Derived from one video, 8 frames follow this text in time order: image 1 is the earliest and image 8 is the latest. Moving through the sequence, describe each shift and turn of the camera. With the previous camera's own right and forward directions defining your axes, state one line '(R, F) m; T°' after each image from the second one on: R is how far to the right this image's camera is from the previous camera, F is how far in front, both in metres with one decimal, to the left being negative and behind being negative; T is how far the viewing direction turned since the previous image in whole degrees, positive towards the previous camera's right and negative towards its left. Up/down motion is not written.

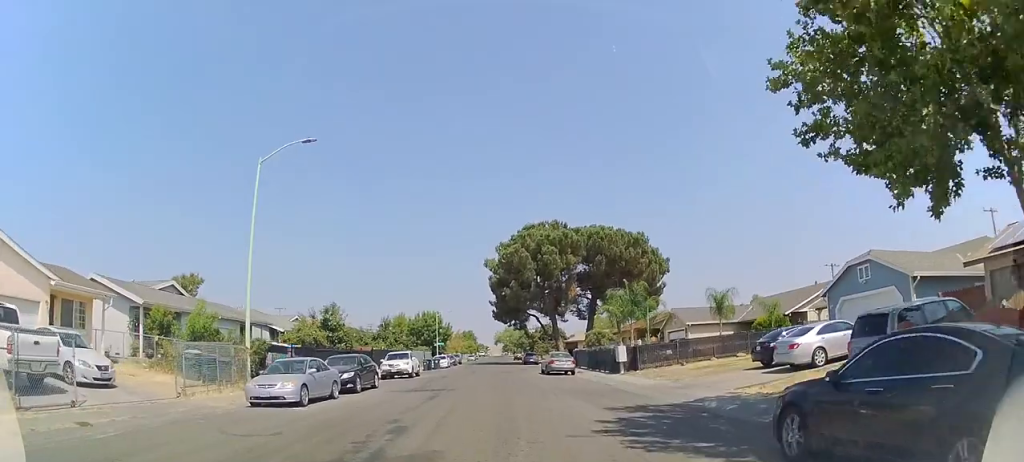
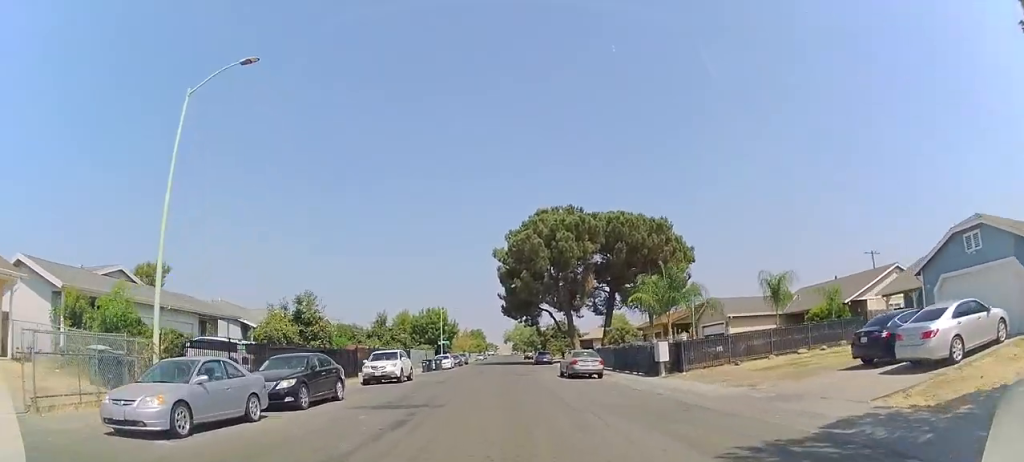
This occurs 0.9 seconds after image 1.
(0.0, +6.5) m; 0°
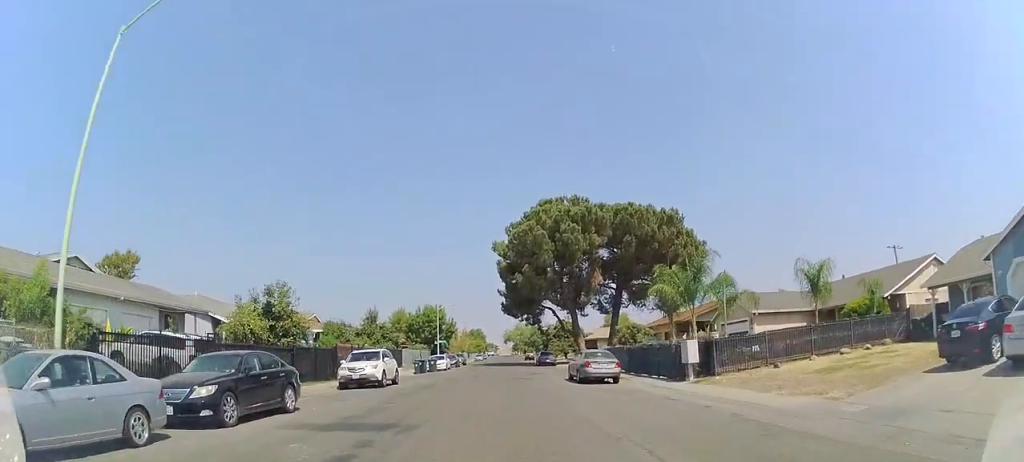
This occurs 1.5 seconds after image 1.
(0.0, +3.9) m; 0°
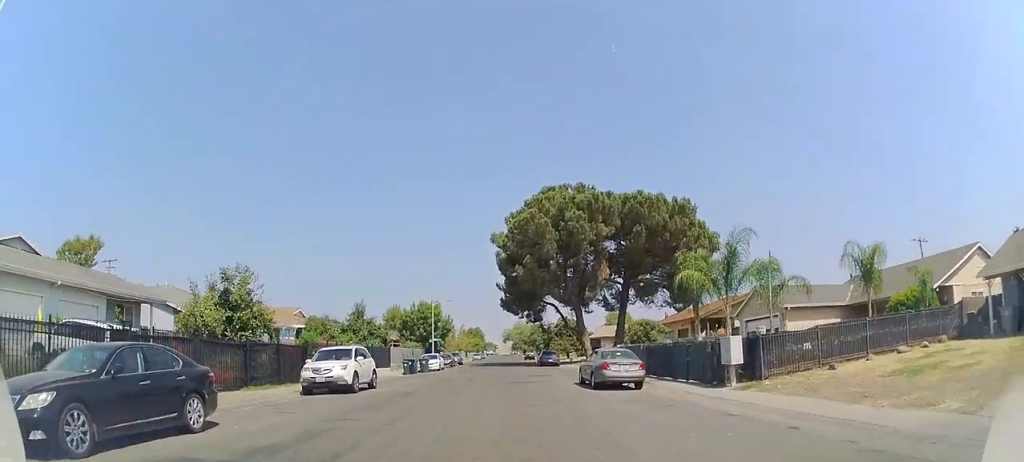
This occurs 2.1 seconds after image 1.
(0.0, +4.1) m; 0°
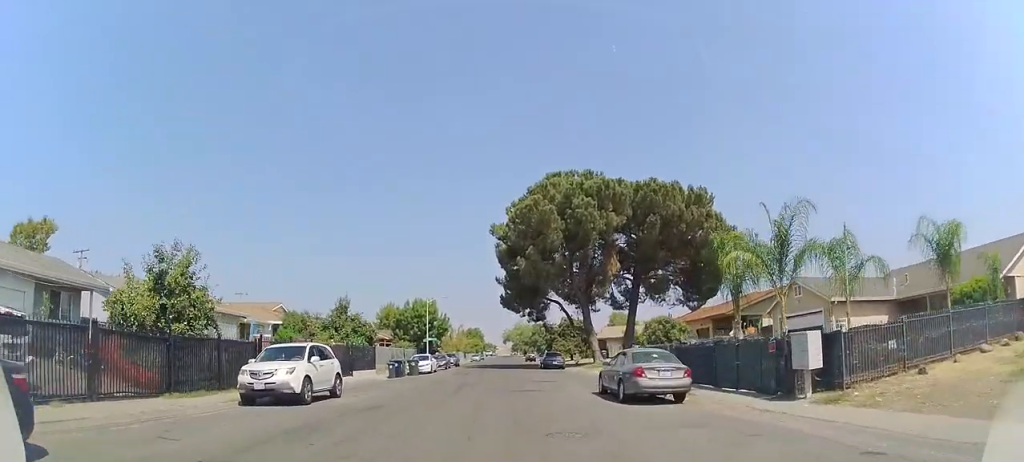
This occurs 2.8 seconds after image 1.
(0.0, +4.6) m; 0°
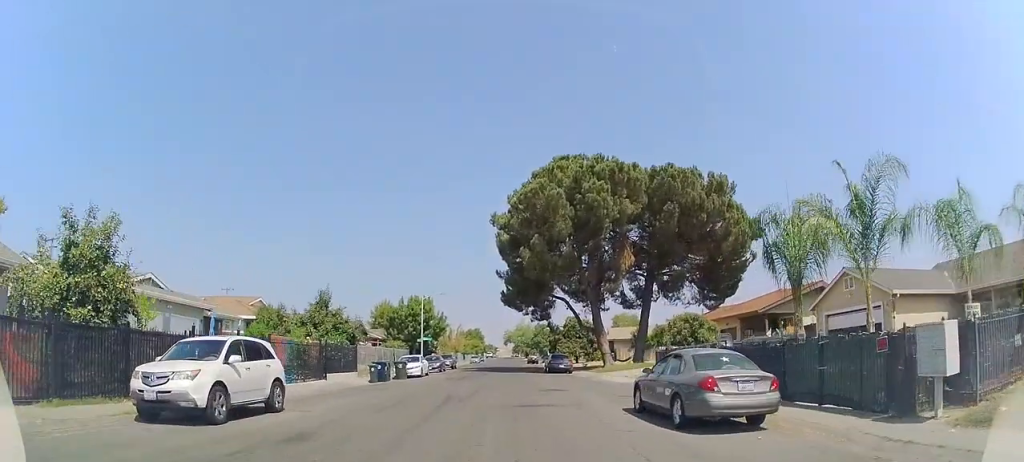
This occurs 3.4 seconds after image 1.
(0.0, +4.6) m; 0°
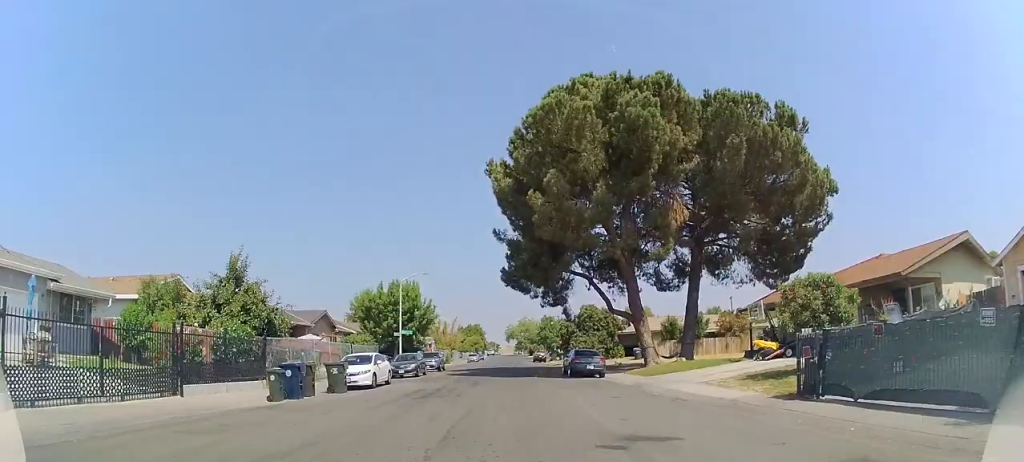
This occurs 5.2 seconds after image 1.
(0.0, +12.5) m; 0°
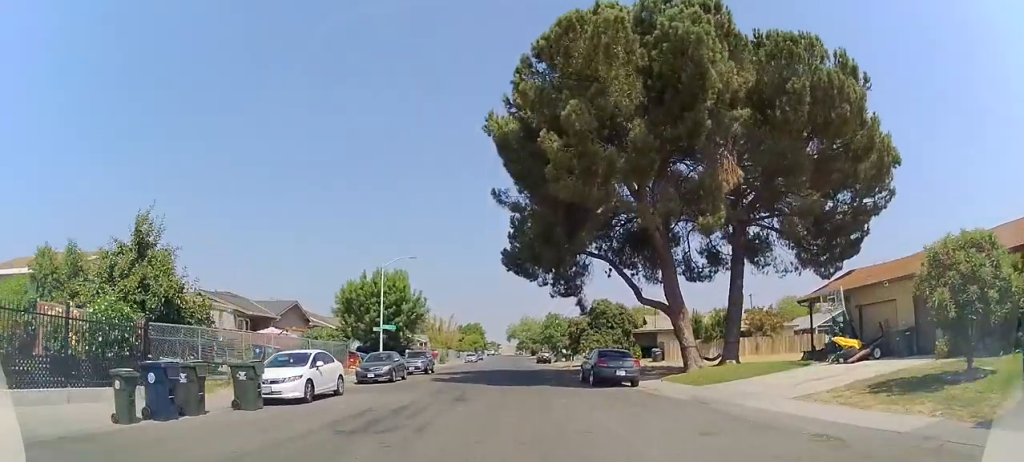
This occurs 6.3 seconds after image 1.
(0.0, +7.2) m; 0°
